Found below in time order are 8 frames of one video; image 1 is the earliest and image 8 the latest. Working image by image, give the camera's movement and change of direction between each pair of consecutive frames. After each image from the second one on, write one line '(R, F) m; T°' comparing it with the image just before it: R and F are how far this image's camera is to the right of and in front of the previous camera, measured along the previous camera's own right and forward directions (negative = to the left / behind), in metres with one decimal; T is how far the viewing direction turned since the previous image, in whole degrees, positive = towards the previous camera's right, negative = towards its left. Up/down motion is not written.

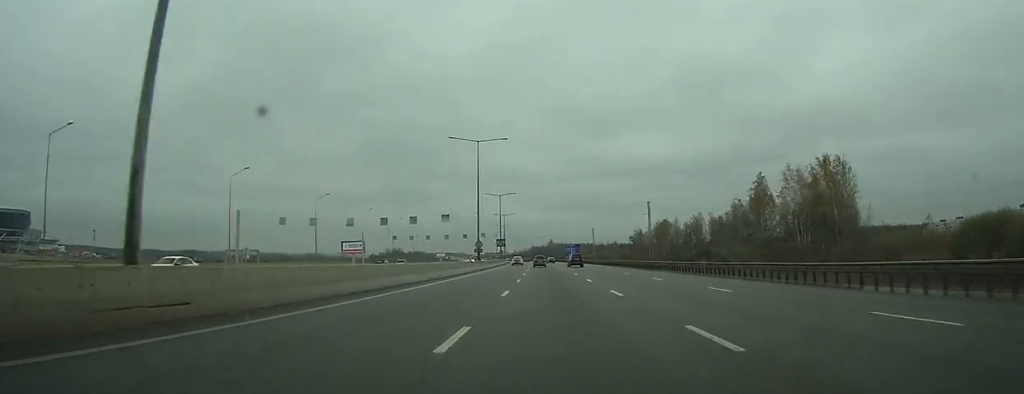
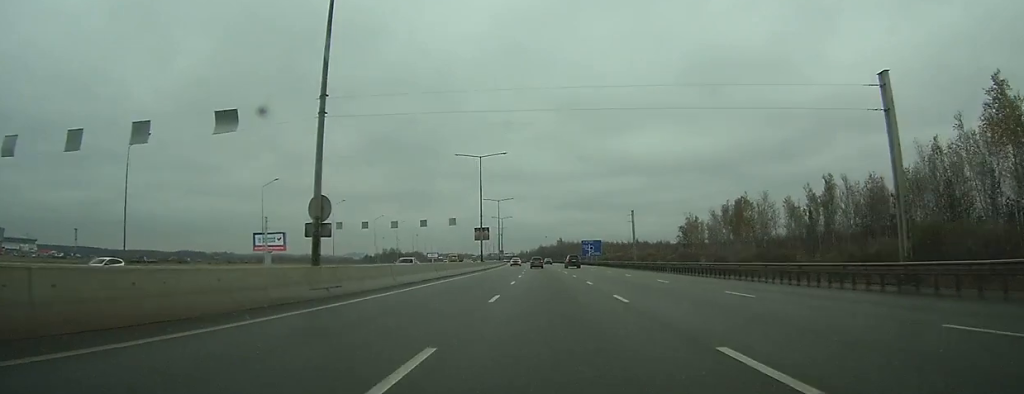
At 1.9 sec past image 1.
(-0.5, +50.9) m; -1°
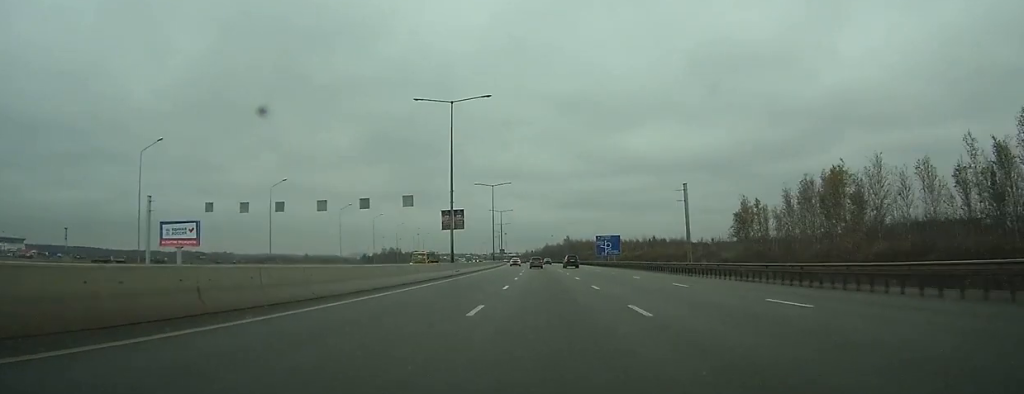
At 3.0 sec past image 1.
(-0.3, +29.8) m; 0°
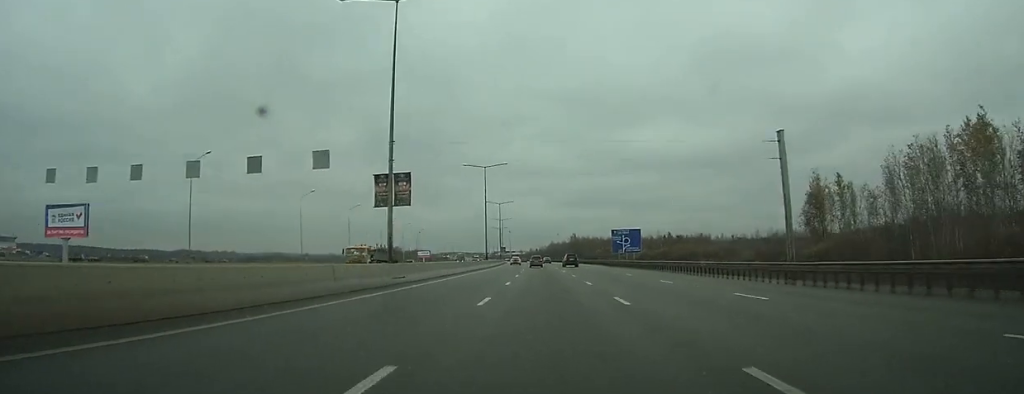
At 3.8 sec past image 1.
(-0.1, +22.7) m; 0°
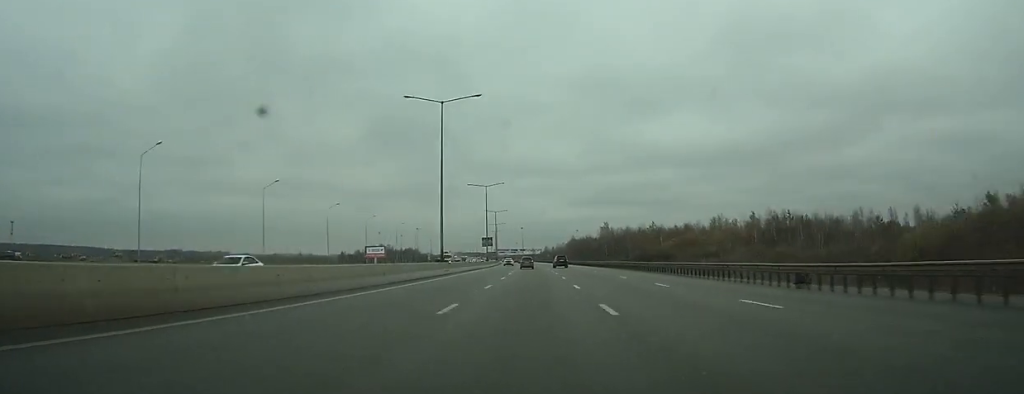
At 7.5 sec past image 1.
(-1.3, +106.1) m; -2°
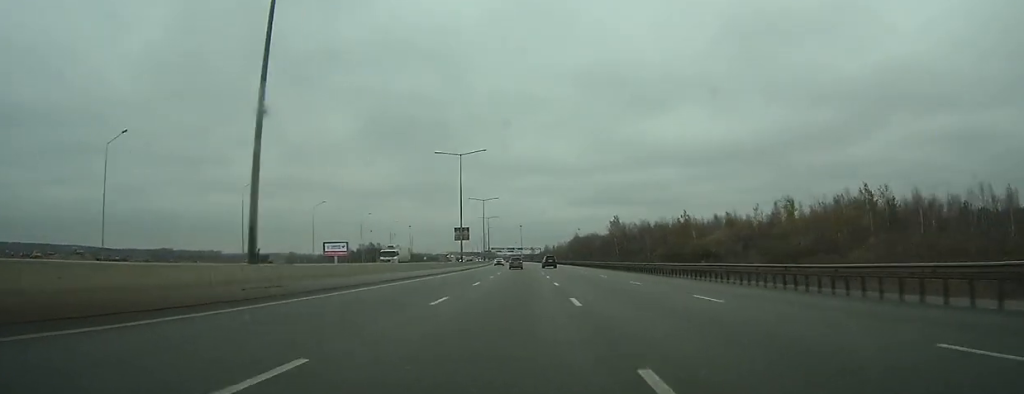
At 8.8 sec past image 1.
(0.0, +34.9) m; -1°
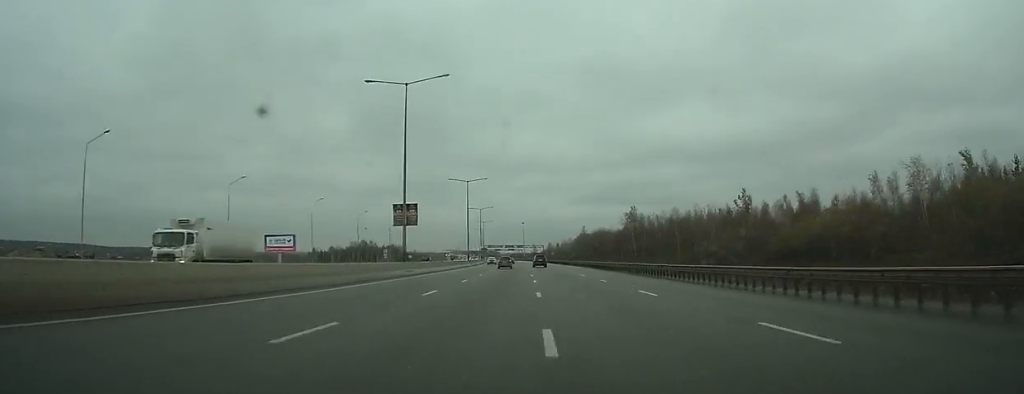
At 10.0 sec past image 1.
(-0.2, +32.7) m; -1°
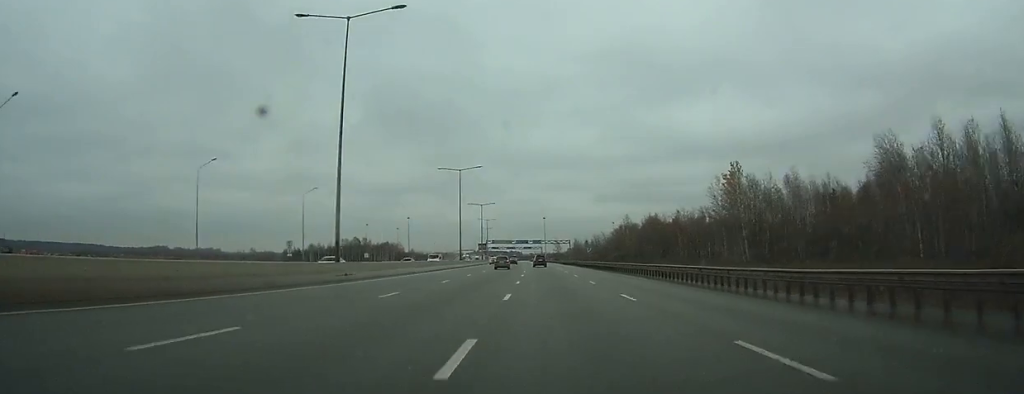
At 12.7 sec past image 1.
(-0.8, +73.0) m; -1°
